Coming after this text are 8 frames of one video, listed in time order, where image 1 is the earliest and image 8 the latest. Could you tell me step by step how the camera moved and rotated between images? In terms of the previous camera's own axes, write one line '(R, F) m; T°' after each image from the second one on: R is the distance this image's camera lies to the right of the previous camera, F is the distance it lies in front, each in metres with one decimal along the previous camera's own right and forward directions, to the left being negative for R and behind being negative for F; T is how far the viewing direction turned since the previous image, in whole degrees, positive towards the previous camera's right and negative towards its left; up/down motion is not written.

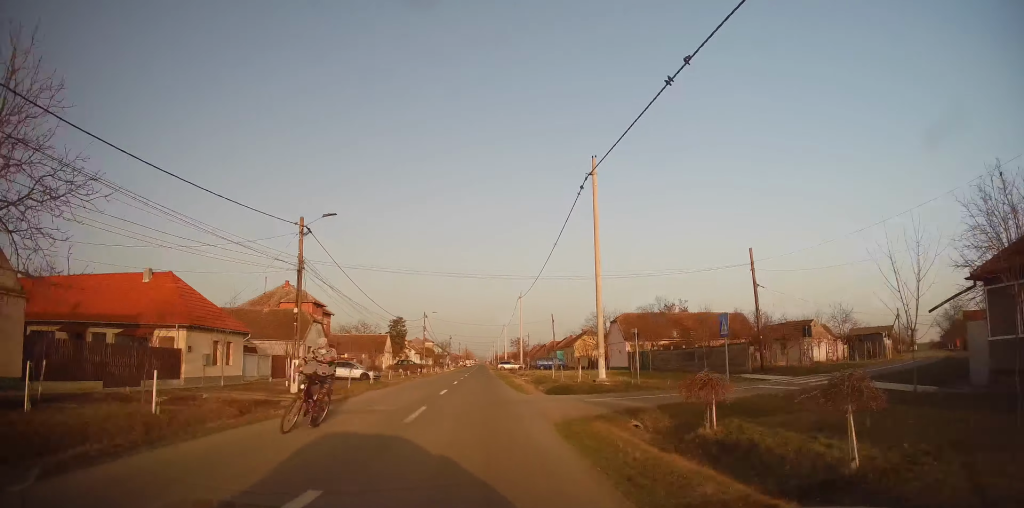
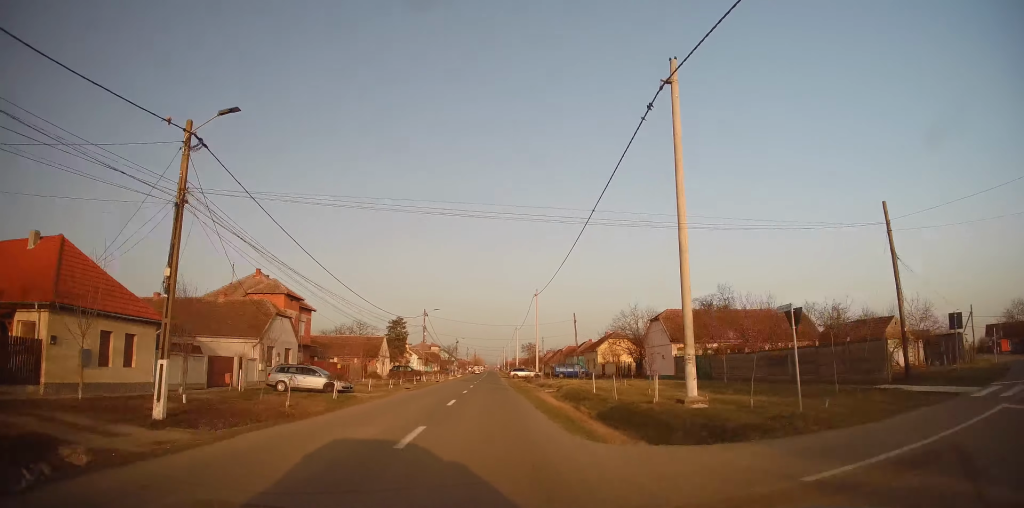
(+0.1, +11.5) m; -1°
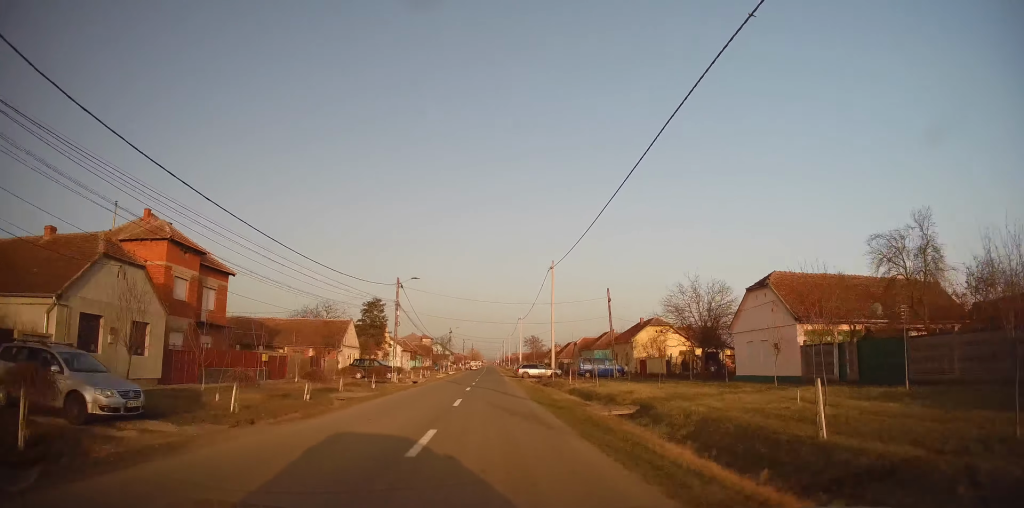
(-0.4, +18.6) m; -1°
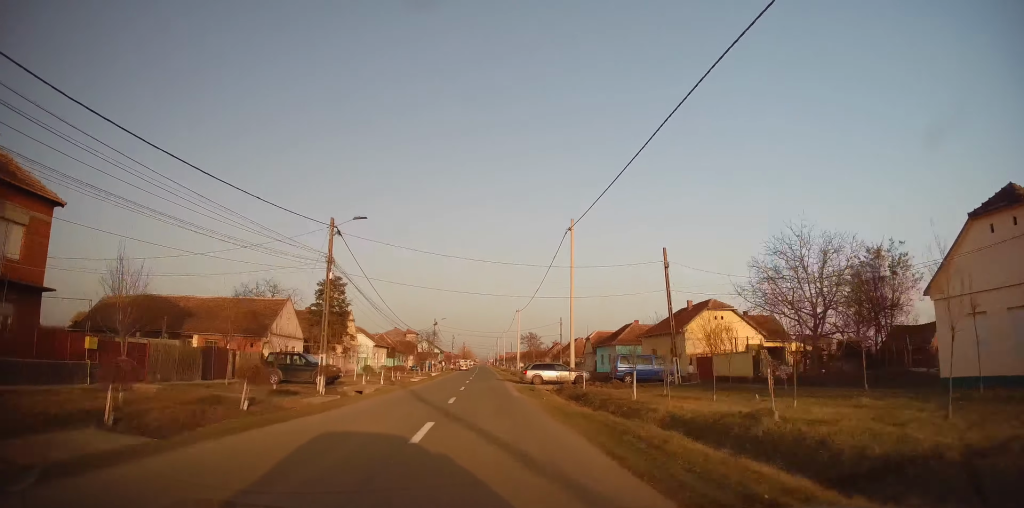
(+0.1, +16.5) m; 0°
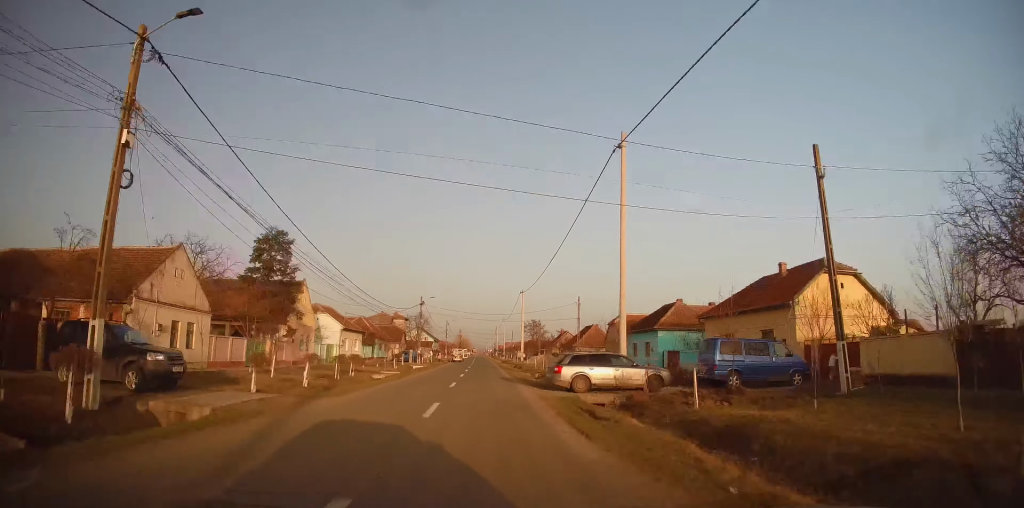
(0.0, +15.2) m; 0°
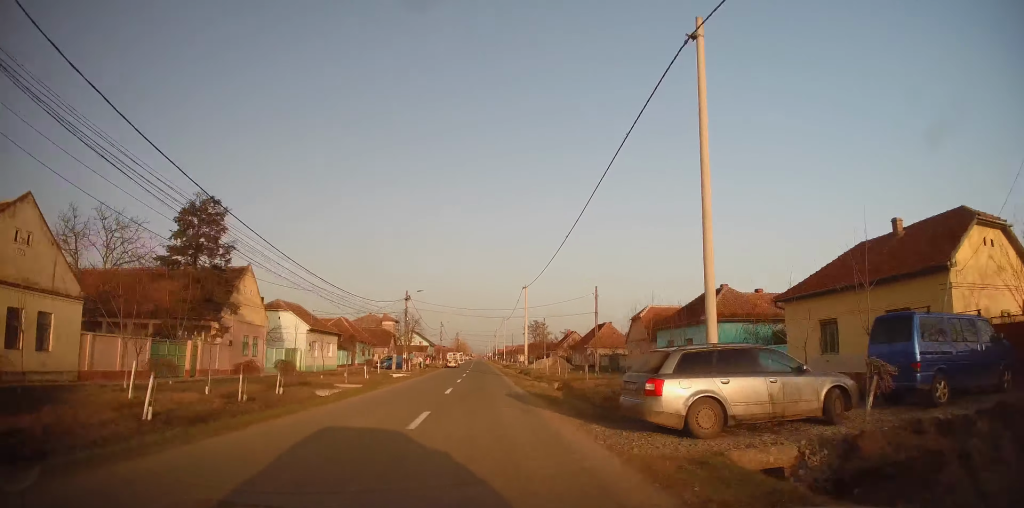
(+0.1, +10.5) m; -1°
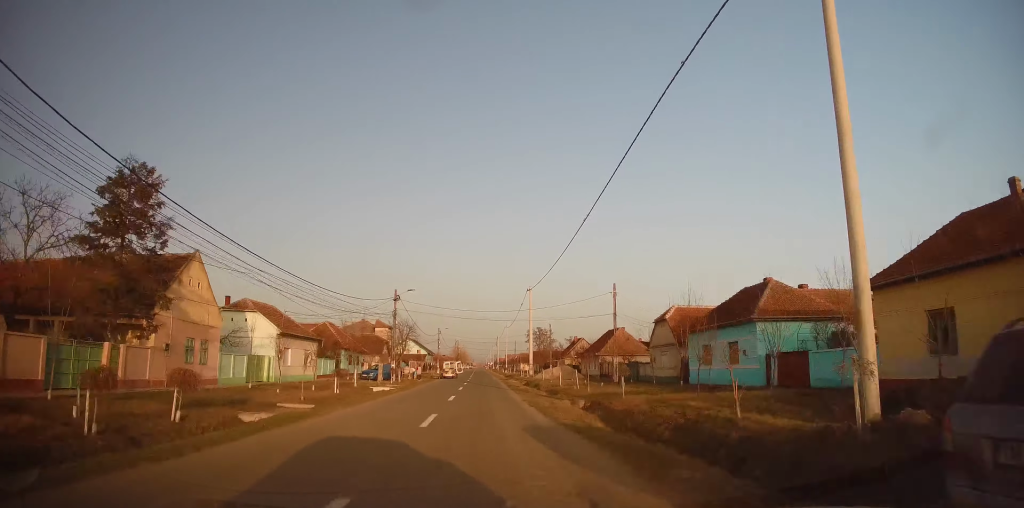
(+0.2, +6.9) m; -1°
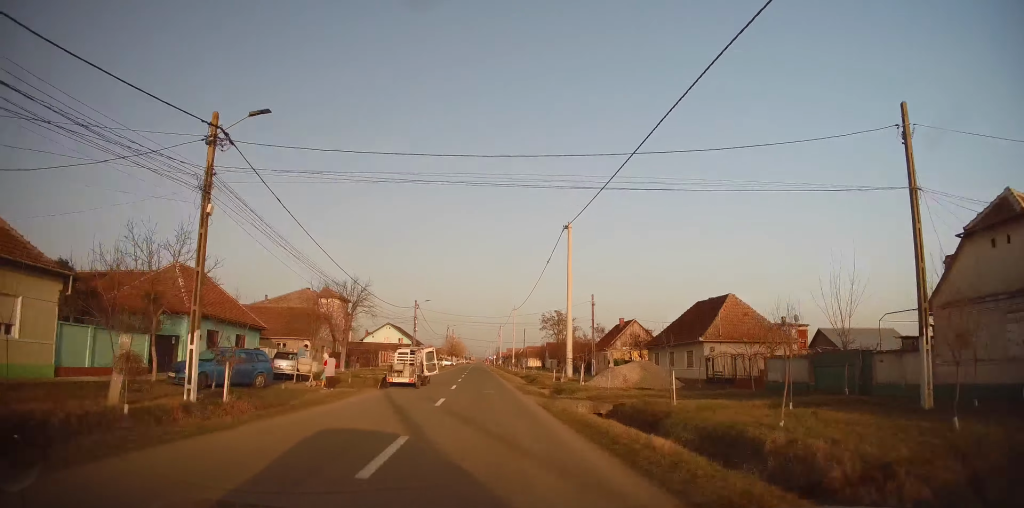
(-0.1, +32.1) m; +2°
